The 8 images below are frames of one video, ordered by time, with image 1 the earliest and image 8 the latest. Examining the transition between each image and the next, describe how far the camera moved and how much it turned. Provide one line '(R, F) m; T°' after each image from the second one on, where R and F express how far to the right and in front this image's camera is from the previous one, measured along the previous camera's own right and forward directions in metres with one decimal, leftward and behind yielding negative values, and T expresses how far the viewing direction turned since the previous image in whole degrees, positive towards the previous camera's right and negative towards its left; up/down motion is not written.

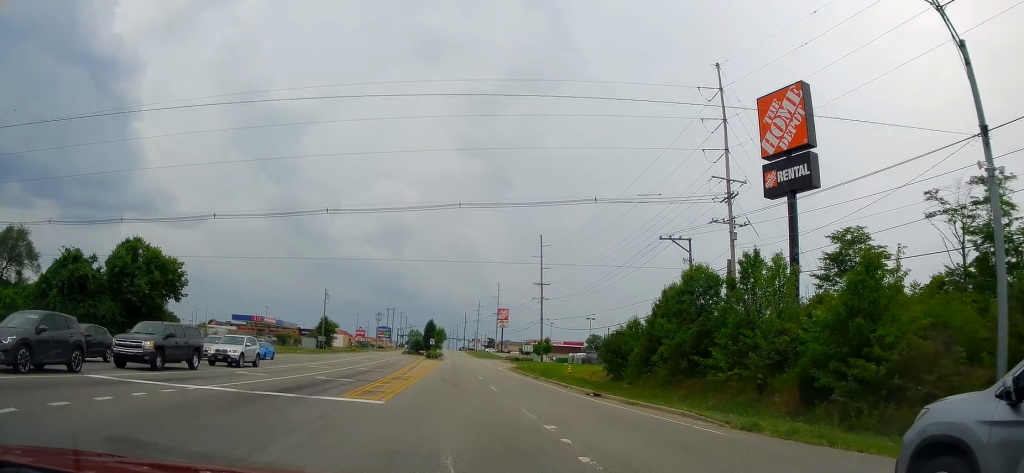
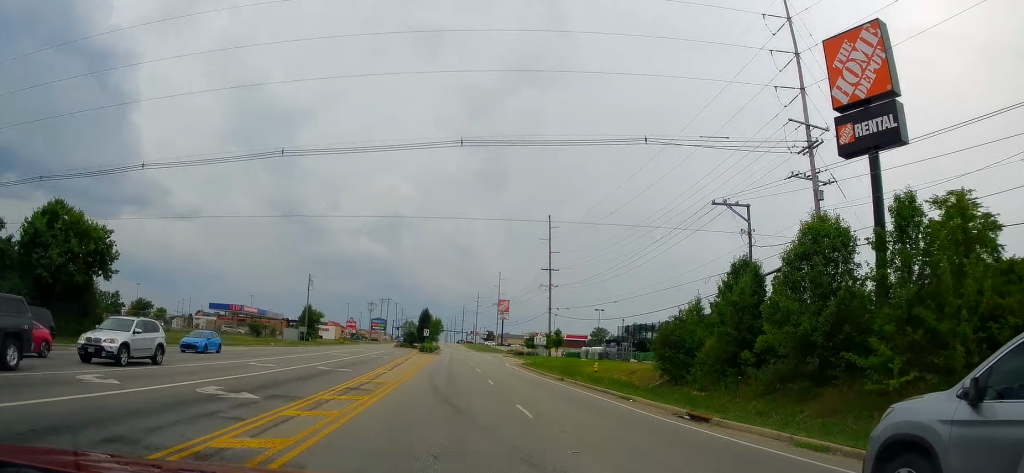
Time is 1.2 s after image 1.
(-0.5, +11.2) m; -2°
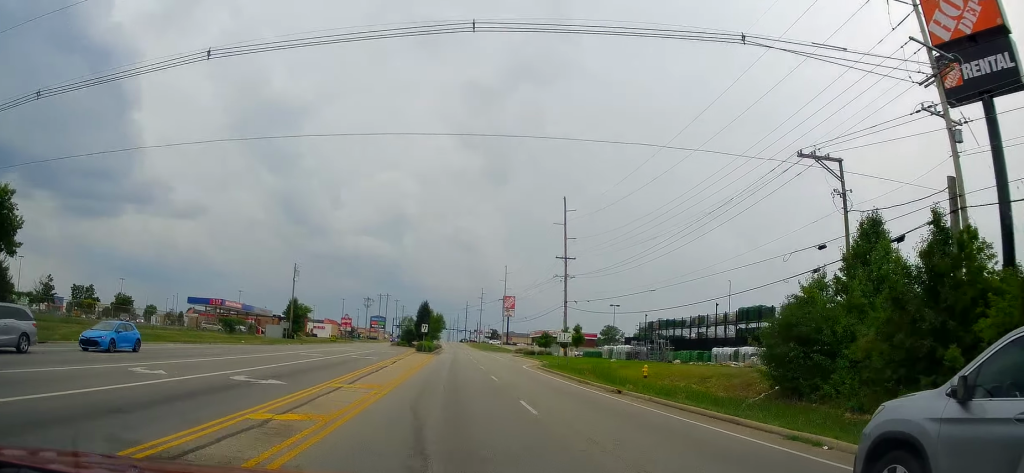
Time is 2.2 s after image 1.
(+0.3, +11.2) m; +2°
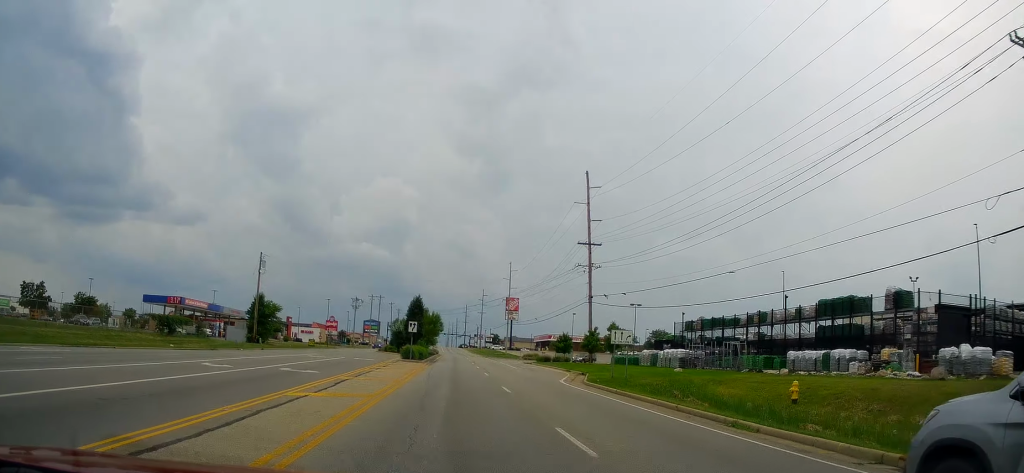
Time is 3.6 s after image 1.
(+0.1, +16.3) m; -1°
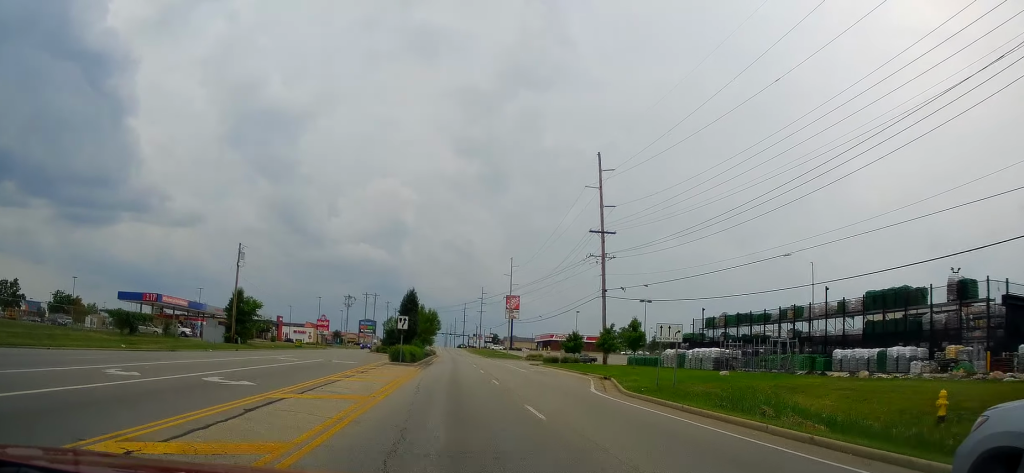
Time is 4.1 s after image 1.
(0.0, +7.3) m; -2°
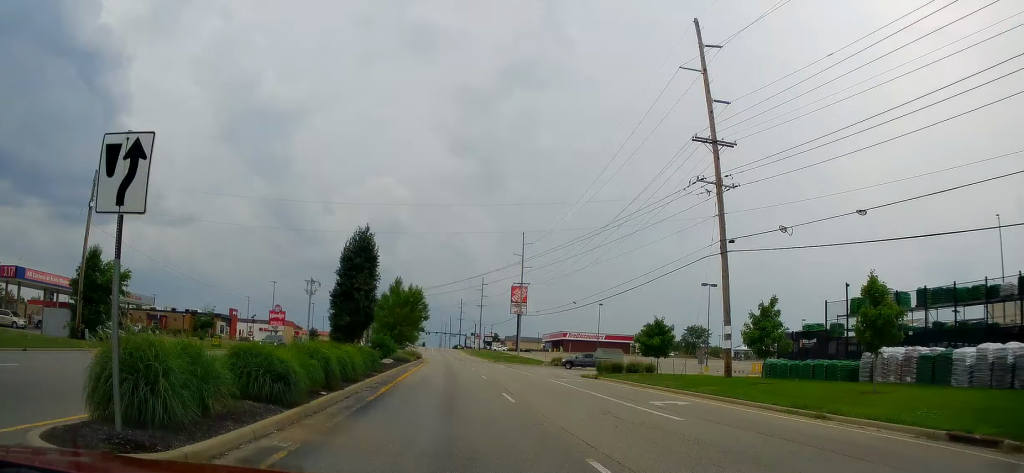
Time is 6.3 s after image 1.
(-0.3, +30.4) m; +1°
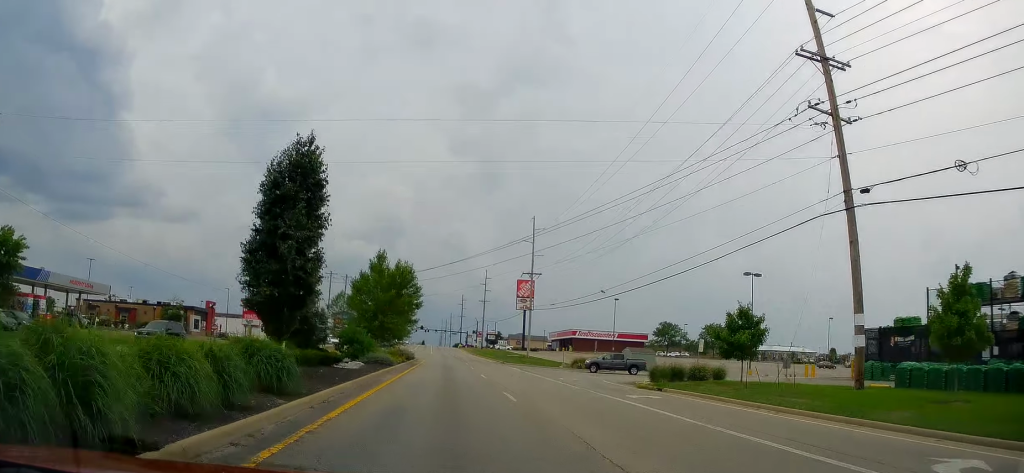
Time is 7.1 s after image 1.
(0.0, +12.8) m; 0°
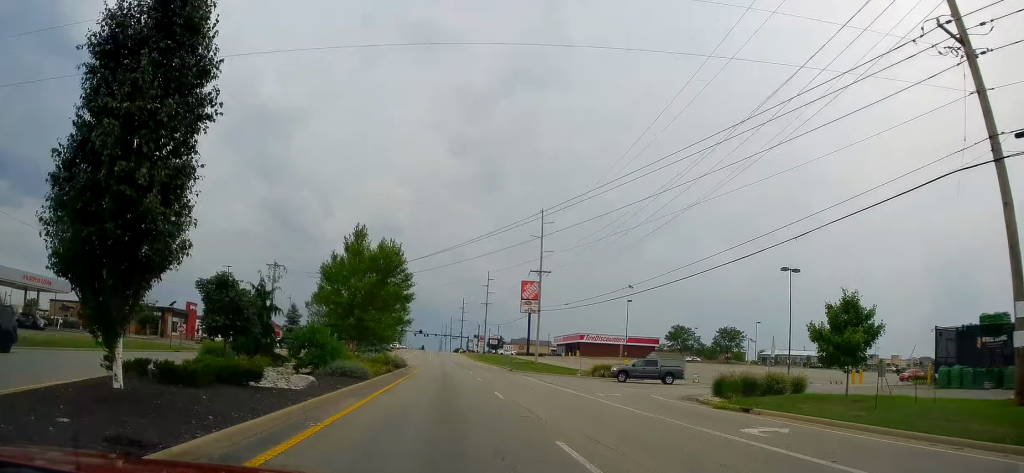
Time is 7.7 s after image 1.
(0.0, +8.9) m; +1°
